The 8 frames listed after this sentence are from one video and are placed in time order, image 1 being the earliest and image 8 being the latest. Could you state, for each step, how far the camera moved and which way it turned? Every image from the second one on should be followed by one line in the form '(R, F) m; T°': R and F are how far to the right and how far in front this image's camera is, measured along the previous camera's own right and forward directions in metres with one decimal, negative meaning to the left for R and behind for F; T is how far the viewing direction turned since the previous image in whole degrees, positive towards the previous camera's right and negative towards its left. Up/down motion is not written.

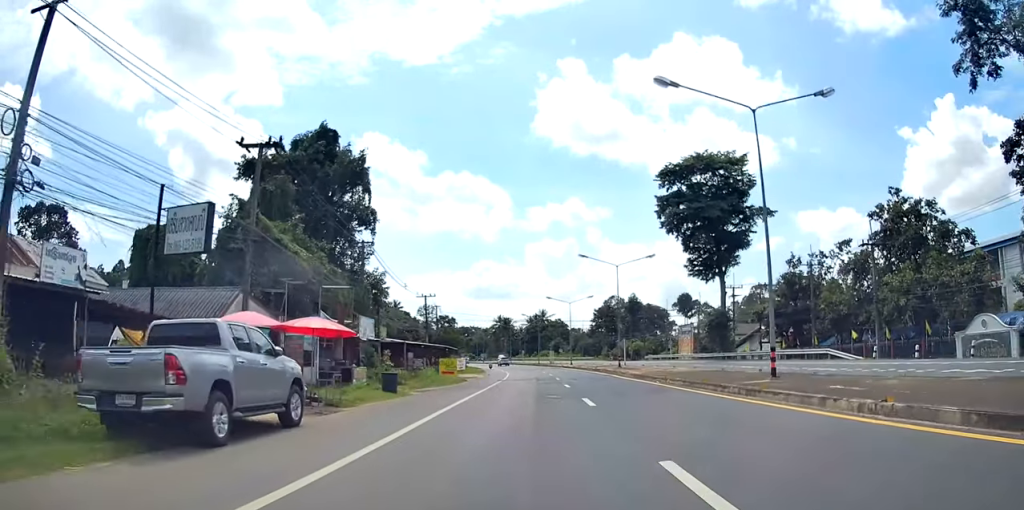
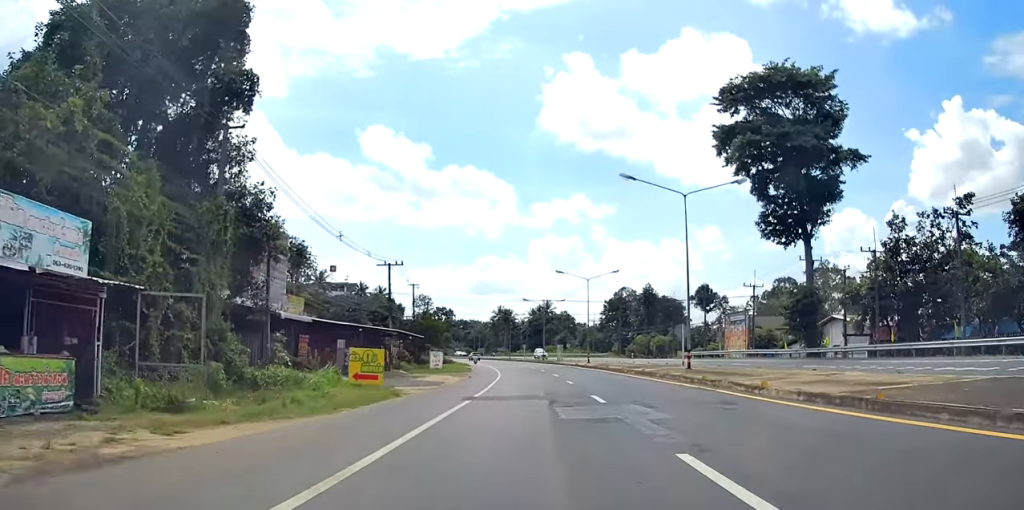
(-0.1, +23.3) m; -1°
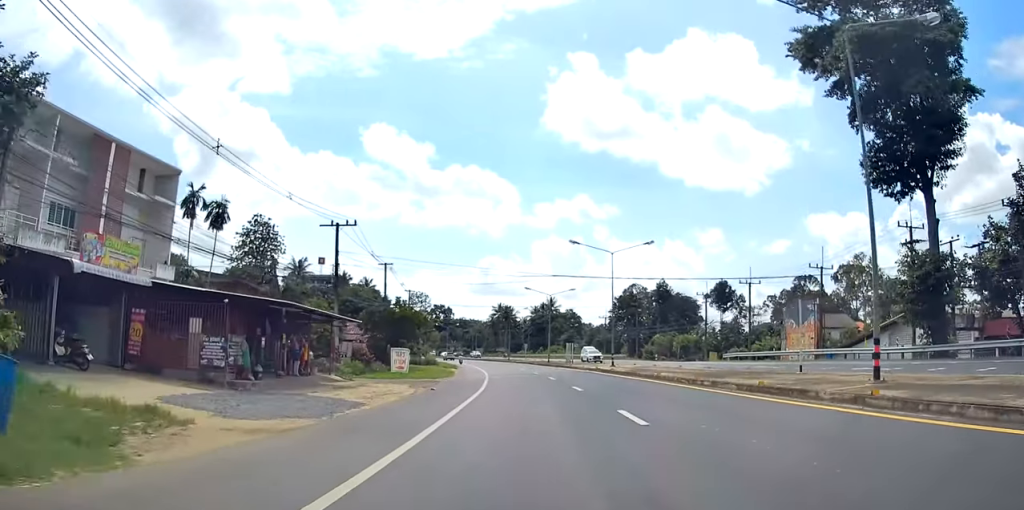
(-0.2, +17.4) m; -2°
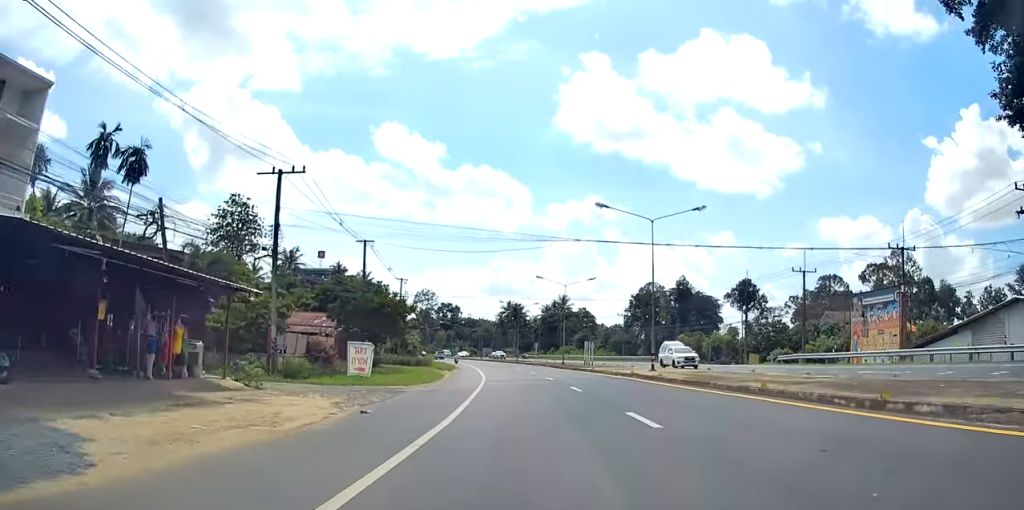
(-0.2, +12.4) m; -1°
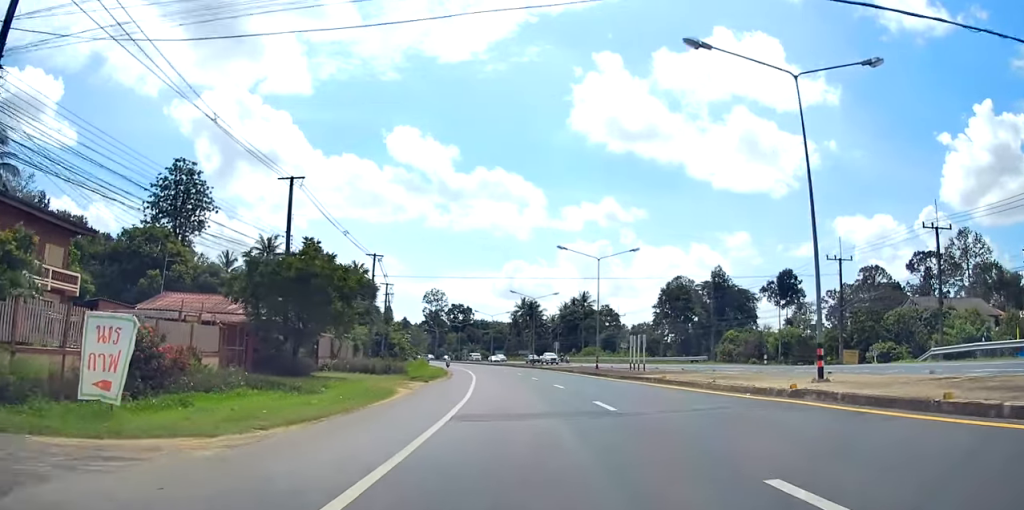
(-0.1, +19.6) m; -1°
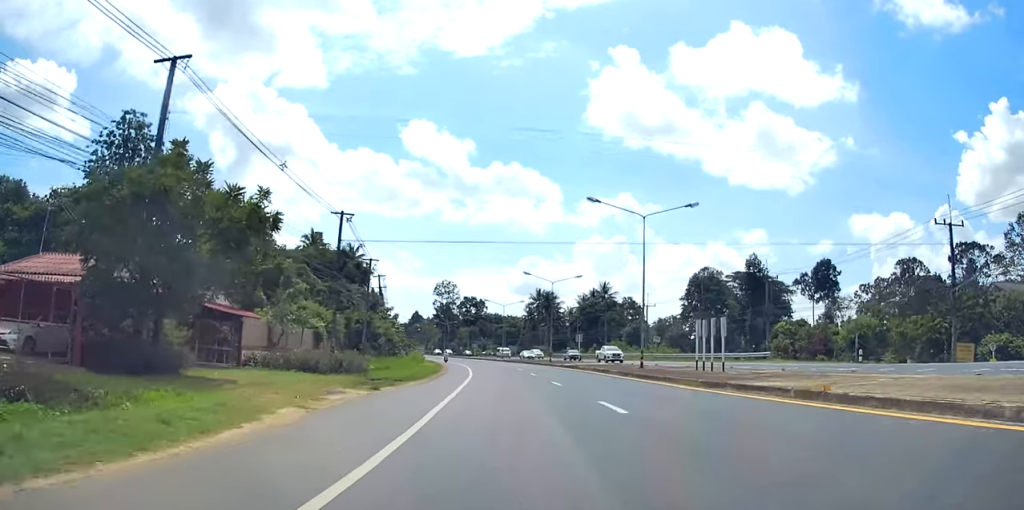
(-0.1, +13.6) m; -1°
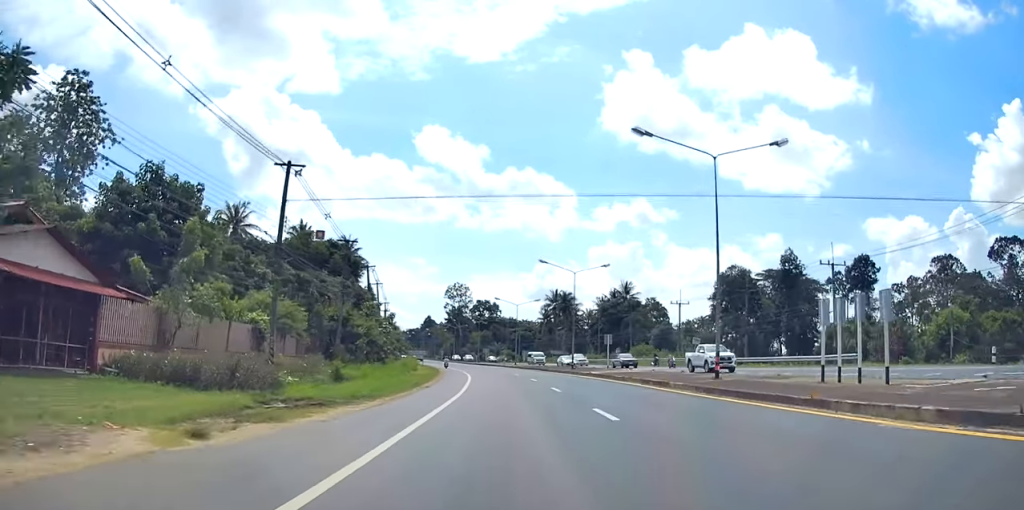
(-0.2, +12.2) m; -1°
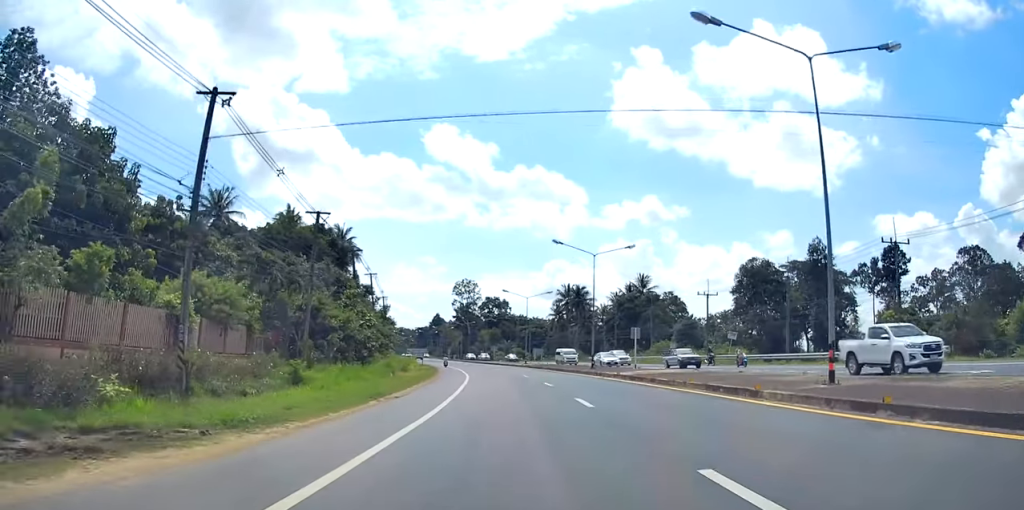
(-0.1, +8.9) m; -1°
